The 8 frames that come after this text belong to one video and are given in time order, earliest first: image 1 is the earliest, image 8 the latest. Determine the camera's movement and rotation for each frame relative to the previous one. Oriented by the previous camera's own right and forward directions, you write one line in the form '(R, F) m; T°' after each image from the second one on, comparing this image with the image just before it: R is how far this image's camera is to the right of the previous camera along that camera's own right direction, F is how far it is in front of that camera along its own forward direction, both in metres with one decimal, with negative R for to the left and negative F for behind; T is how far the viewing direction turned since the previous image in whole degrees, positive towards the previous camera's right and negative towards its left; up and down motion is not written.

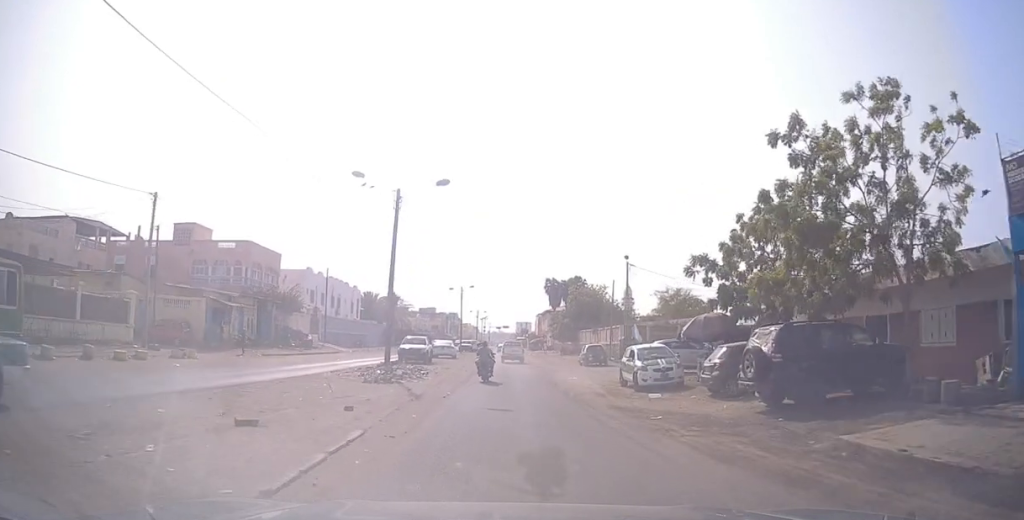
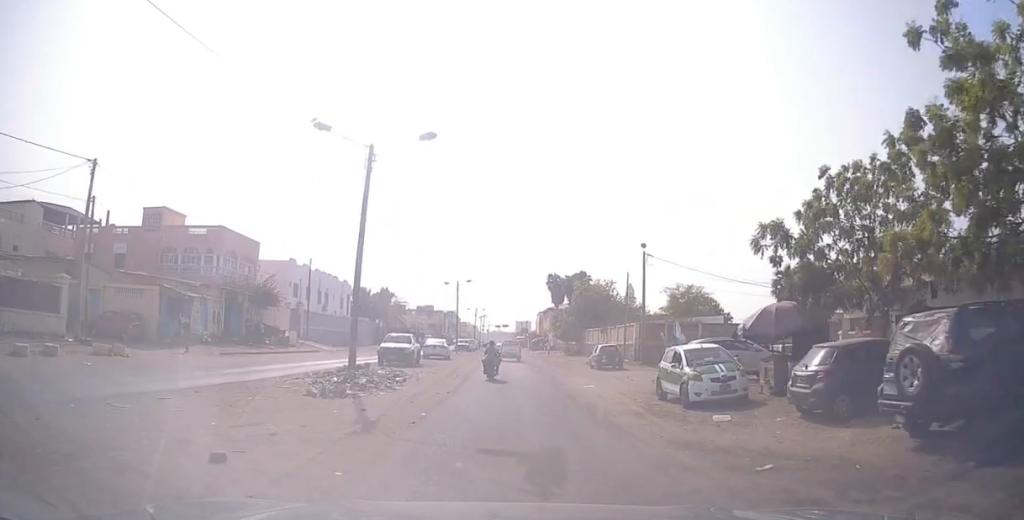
(+0.2, +5.6) m; 0°
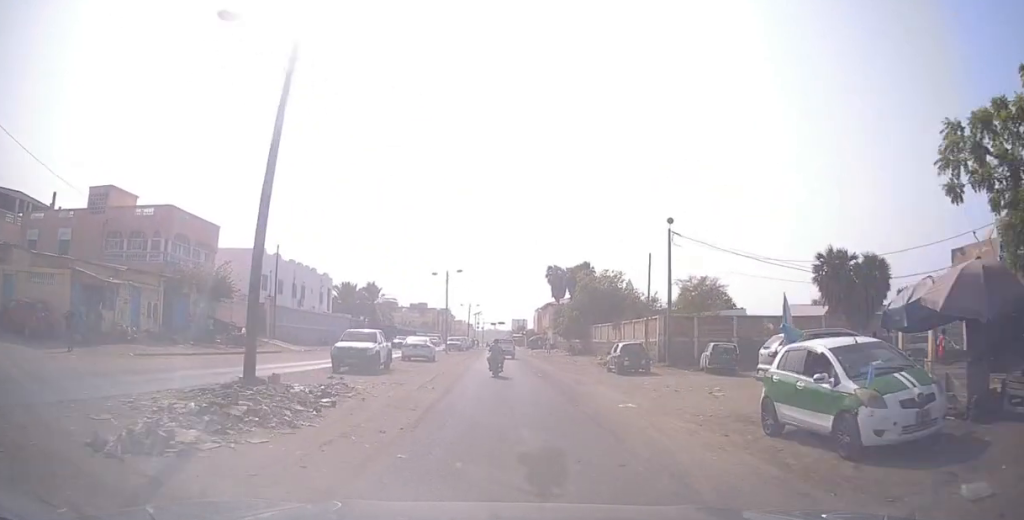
(-0.3, +7.7) m; +1°
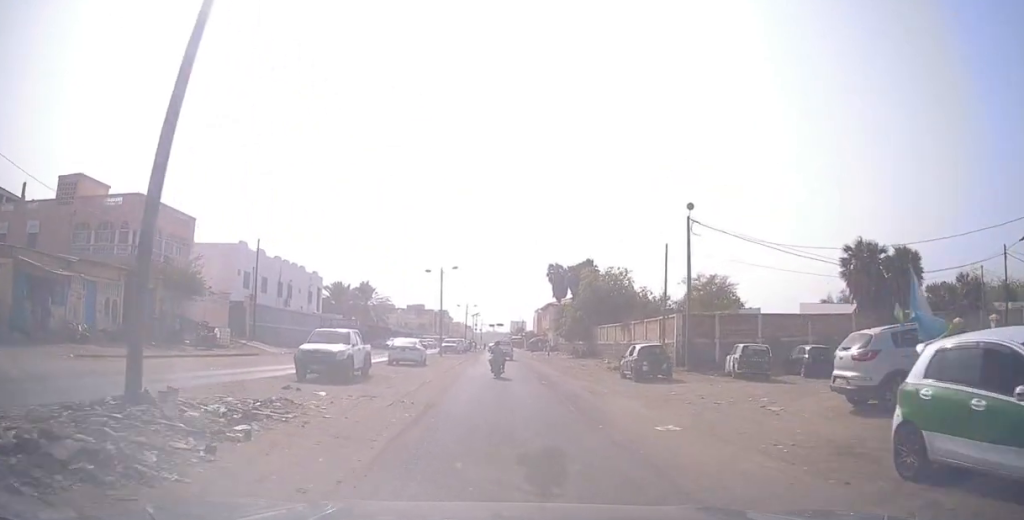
(+0.2, +4.1) m; -1°
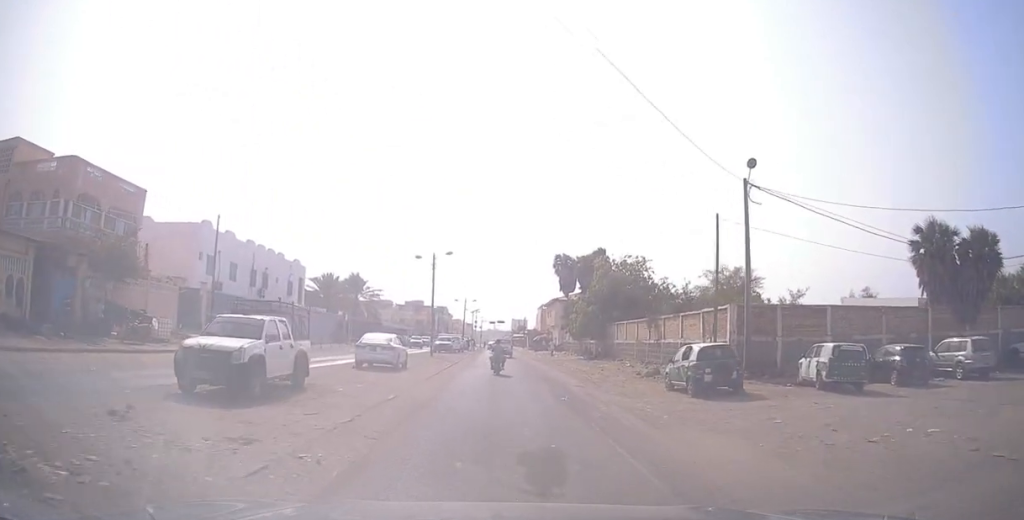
(0.0, +7.5) m; -2°
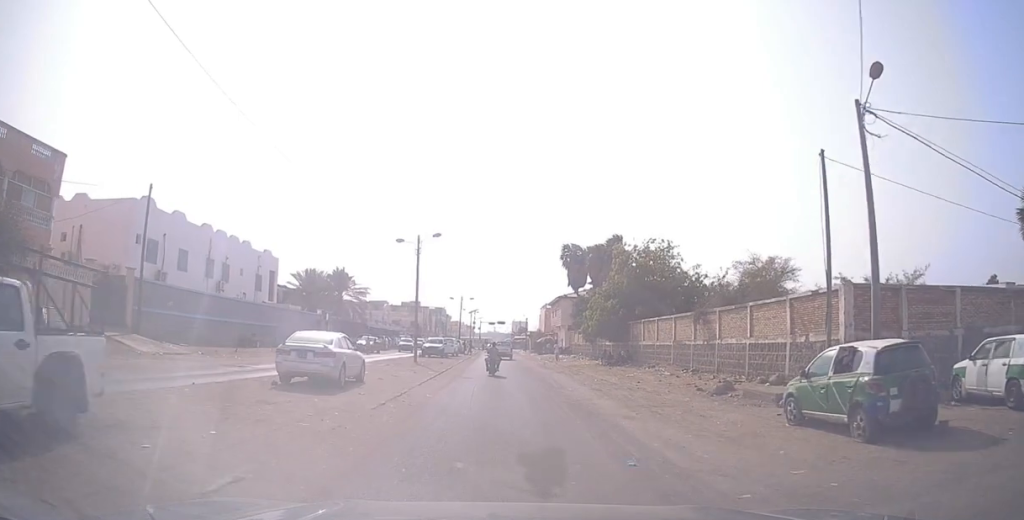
(-0.3, +8.7) m; 0°
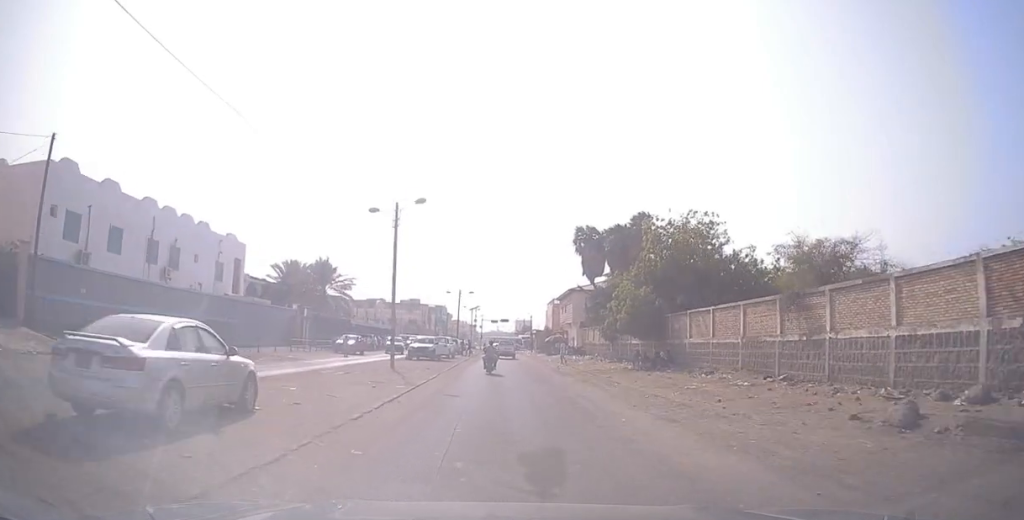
(+0.3, +8.7) m; +2°
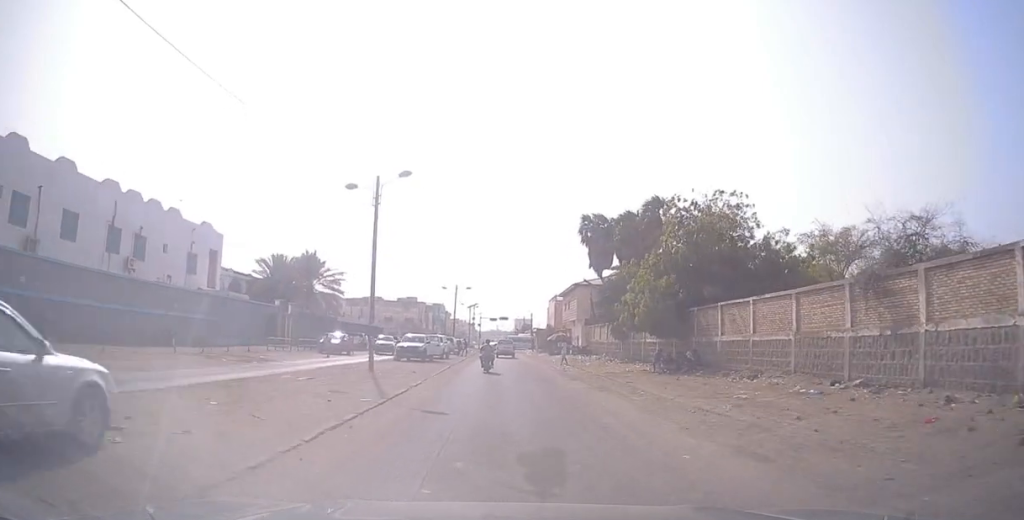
(0.0, +4.3) m; 0°
